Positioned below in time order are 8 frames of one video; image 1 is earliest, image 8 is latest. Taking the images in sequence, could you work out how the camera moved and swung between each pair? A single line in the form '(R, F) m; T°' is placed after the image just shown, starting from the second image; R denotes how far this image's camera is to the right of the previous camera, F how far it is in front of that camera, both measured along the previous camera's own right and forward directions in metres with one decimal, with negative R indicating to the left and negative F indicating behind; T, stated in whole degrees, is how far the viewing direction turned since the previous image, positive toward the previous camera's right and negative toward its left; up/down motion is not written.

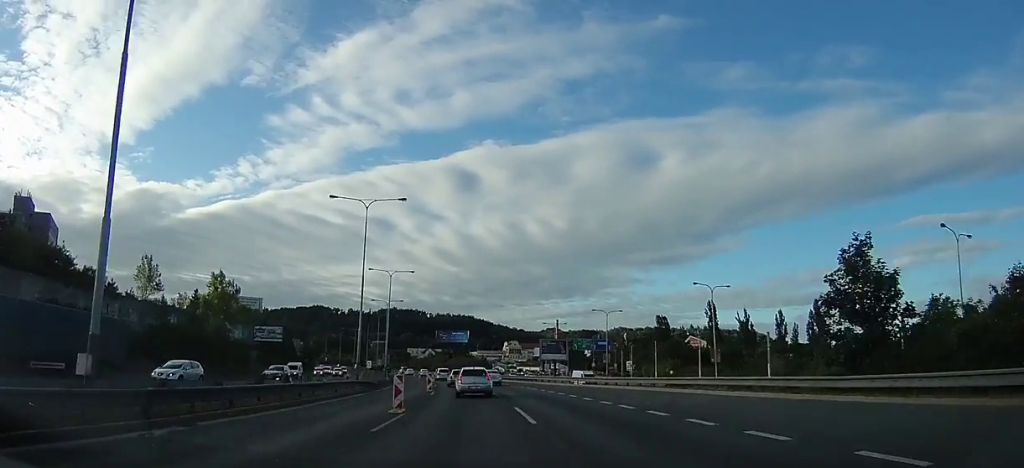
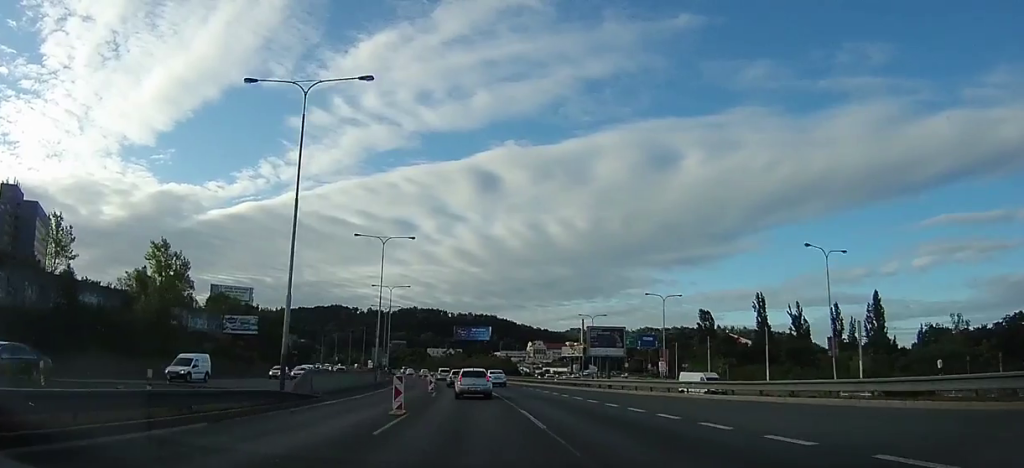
(-0.4, +18.6) m; -2°
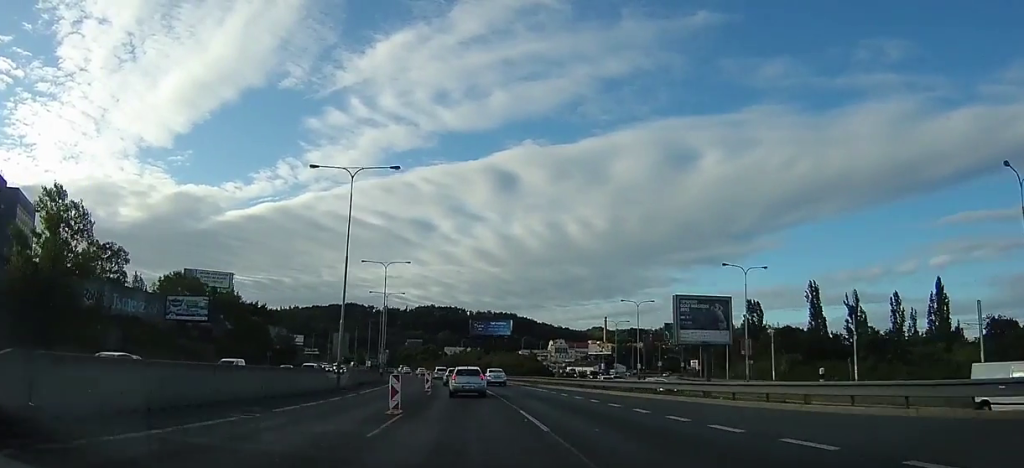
(-0.2, +18.7) m; -1°
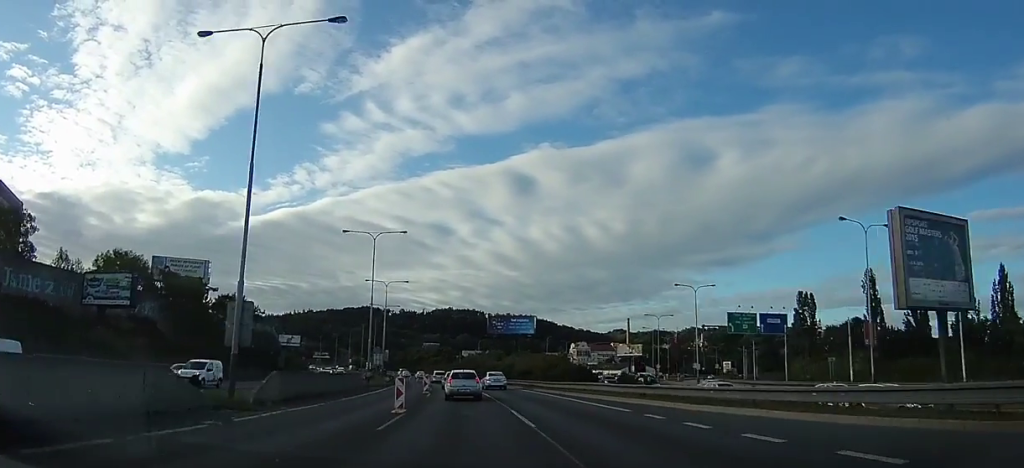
(0.0, +16.4) m; -2°
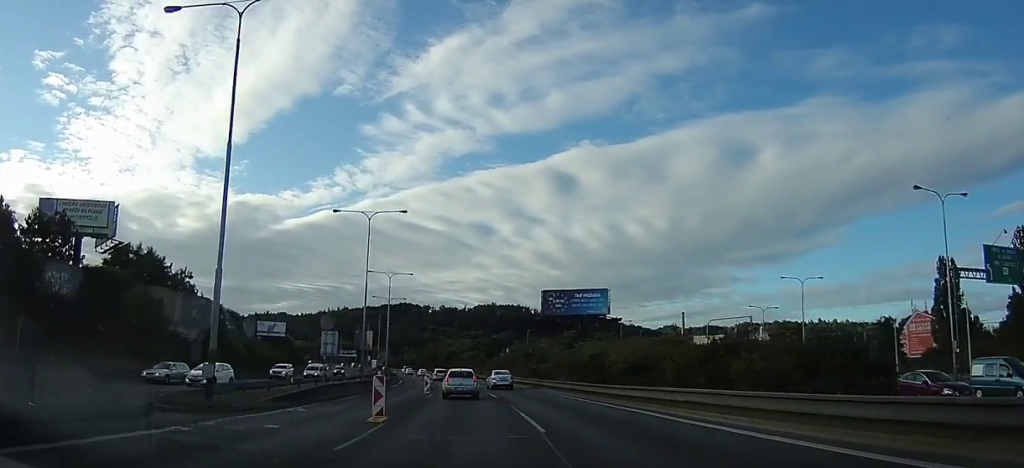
(-2.2, +34.9) m; -8°
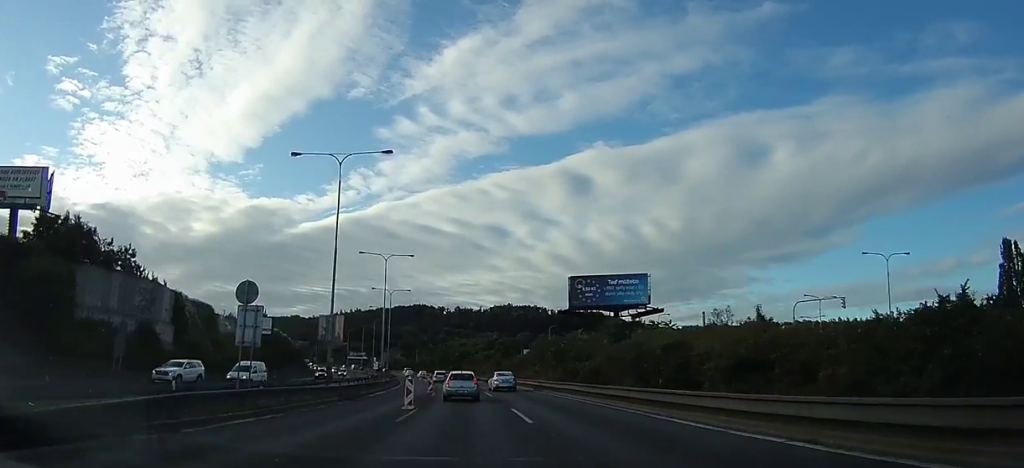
(-0.3, +12.8) m; -1°
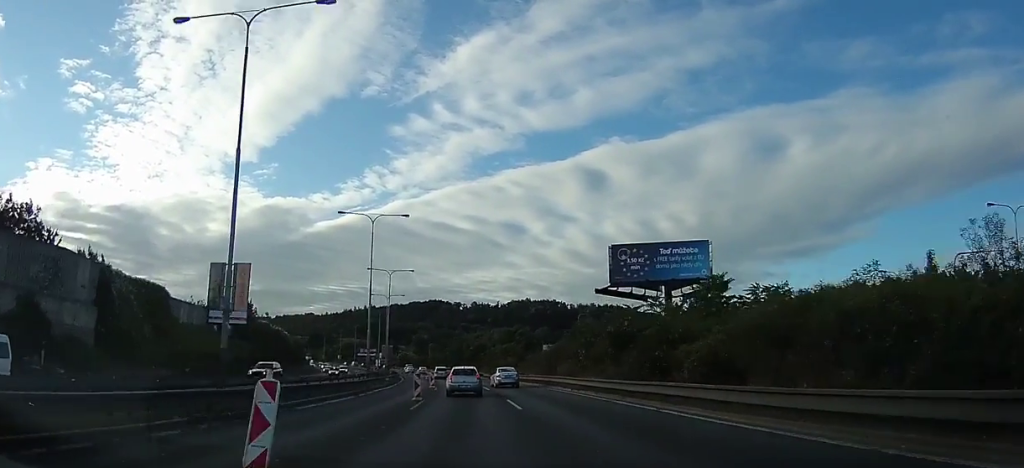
(-0.2, +14.4) m; -1°
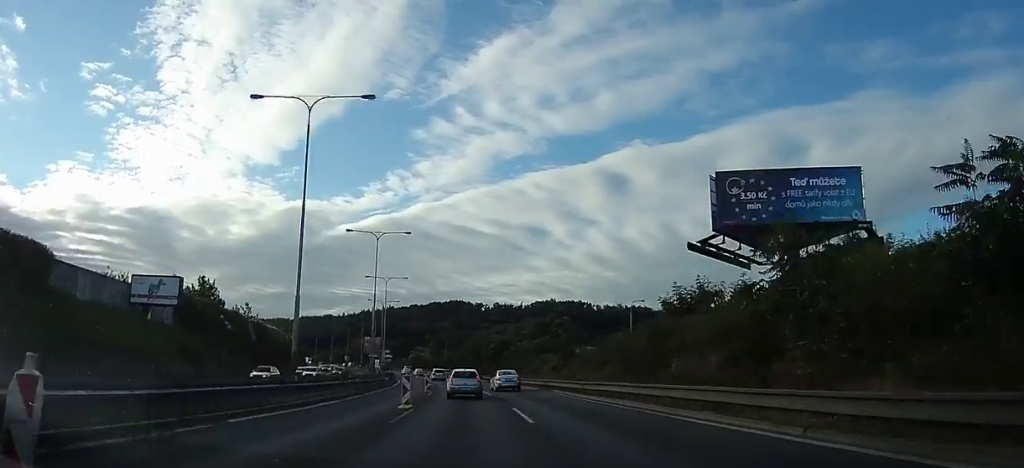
(0.0, +20.2) m; -1°
